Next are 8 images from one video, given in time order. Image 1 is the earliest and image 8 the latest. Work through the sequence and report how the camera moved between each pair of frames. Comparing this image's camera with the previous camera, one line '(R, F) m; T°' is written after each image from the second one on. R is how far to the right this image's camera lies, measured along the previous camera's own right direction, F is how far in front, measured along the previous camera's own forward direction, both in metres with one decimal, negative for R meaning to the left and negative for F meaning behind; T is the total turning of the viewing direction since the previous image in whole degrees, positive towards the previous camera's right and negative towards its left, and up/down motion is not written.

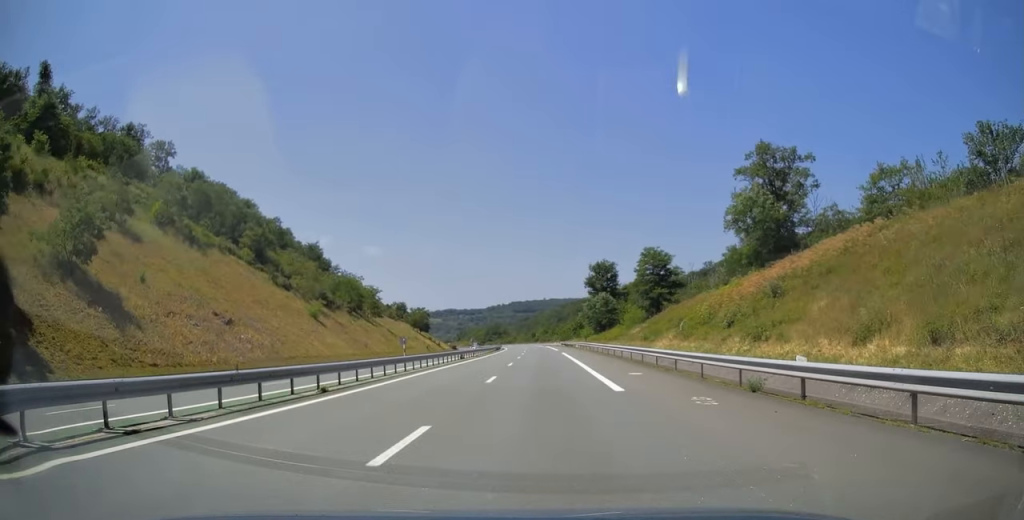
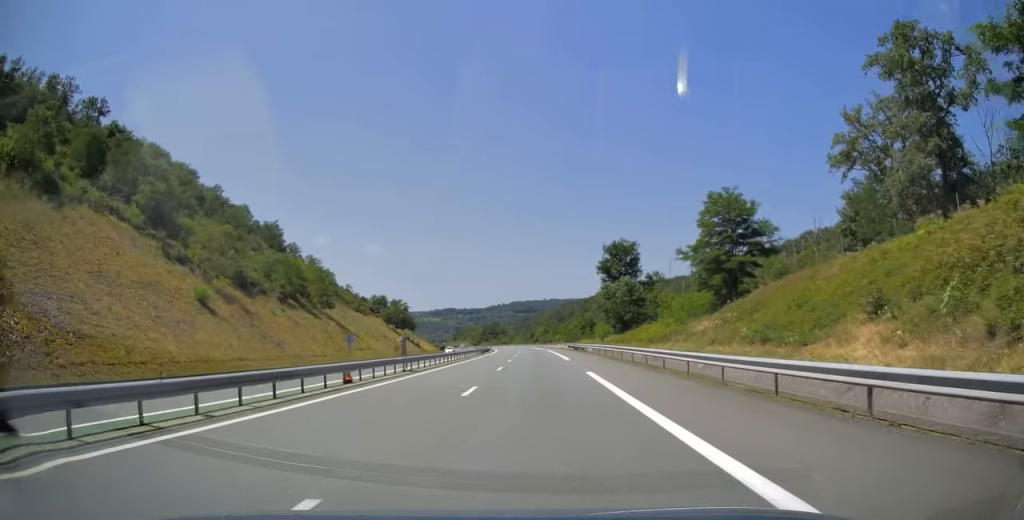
(+0.2, +30.7) m; 0°
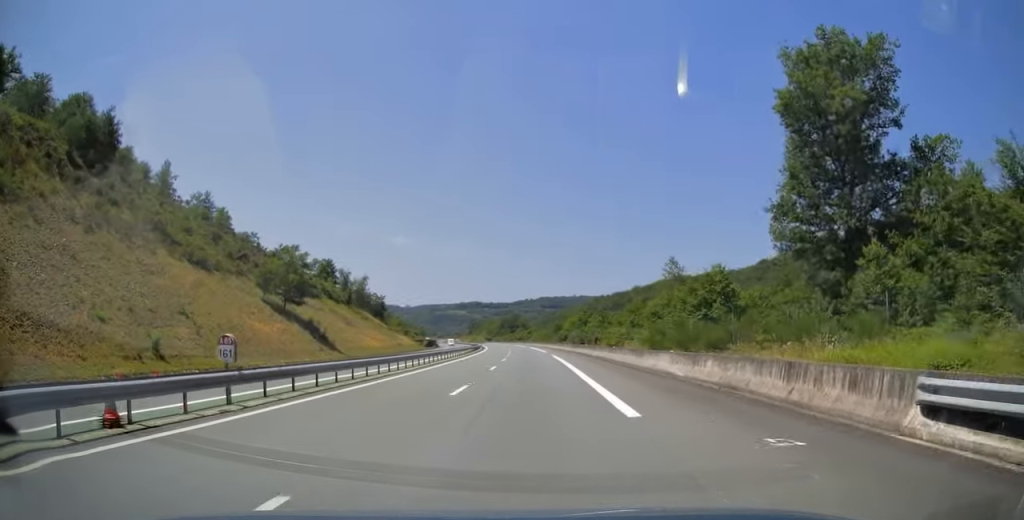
(-1.2, +78.1) m; -2°
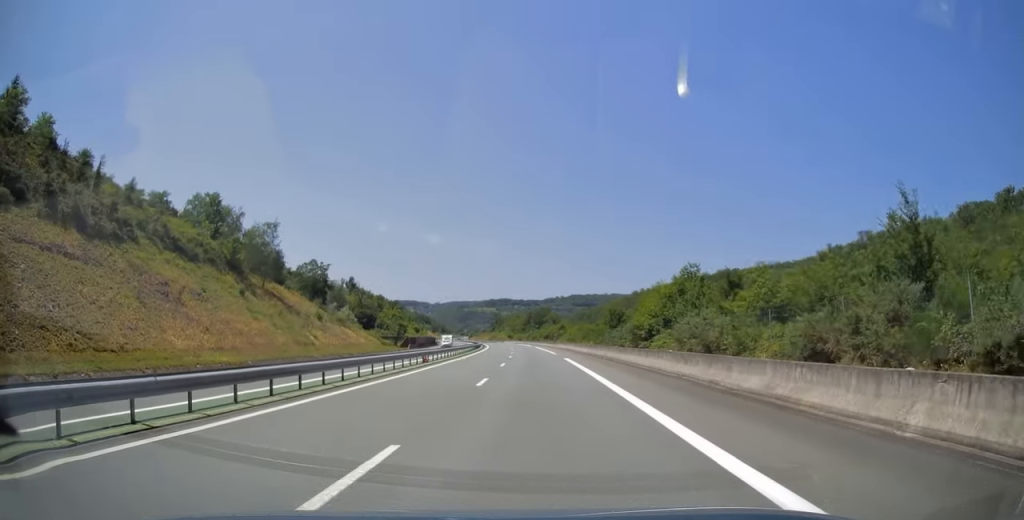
(-1.3, +62.3) m; -3°
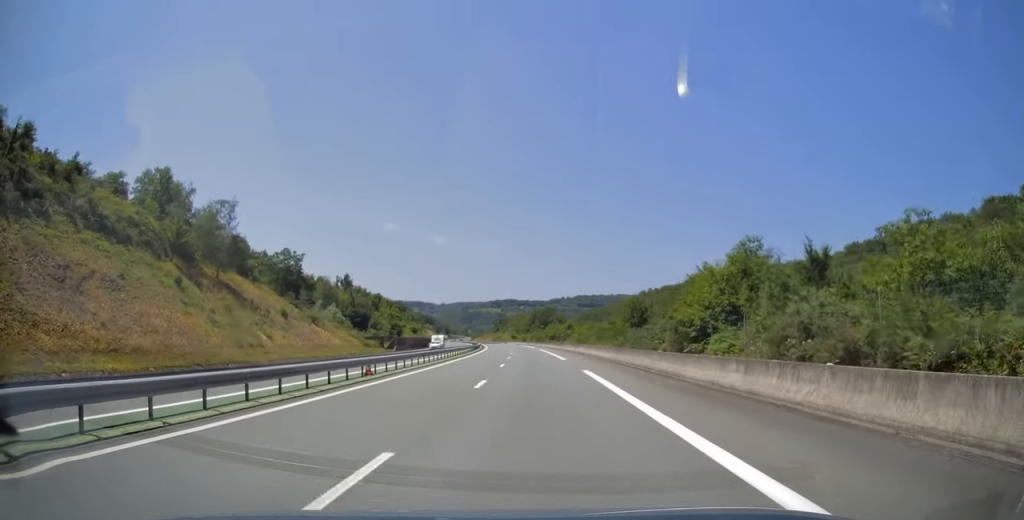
(+0.2, +13.4) m; -1°
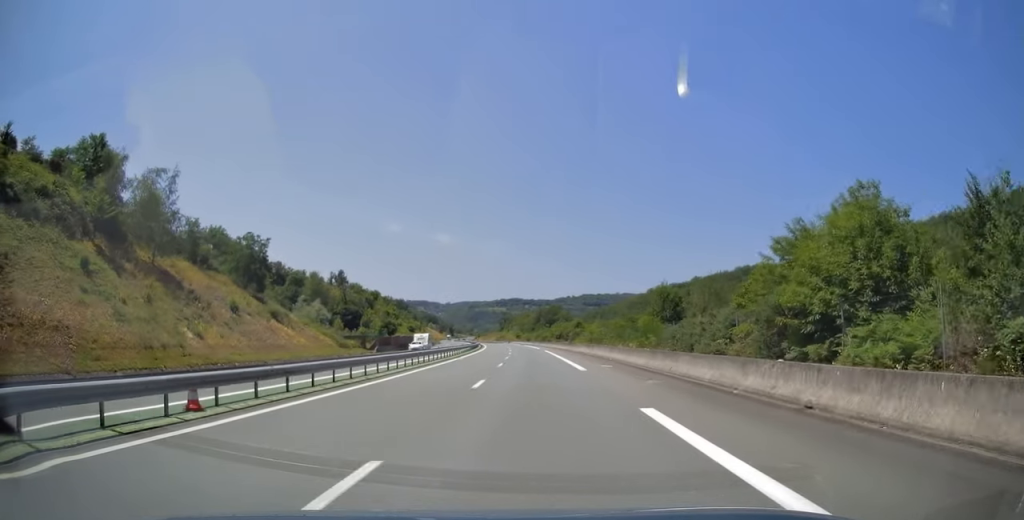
(-0.4, +13.4) m; -1°
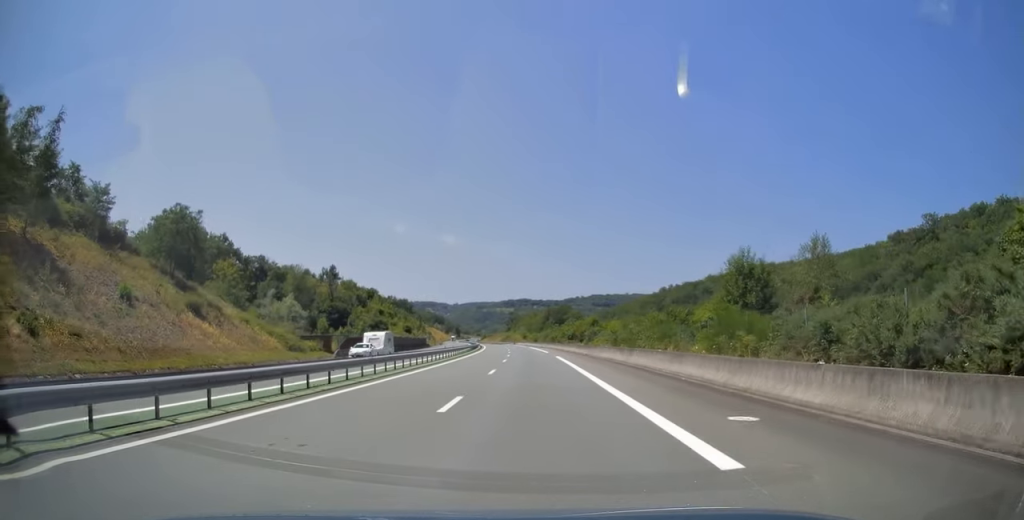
(-0.3, +18.3) m; -1°
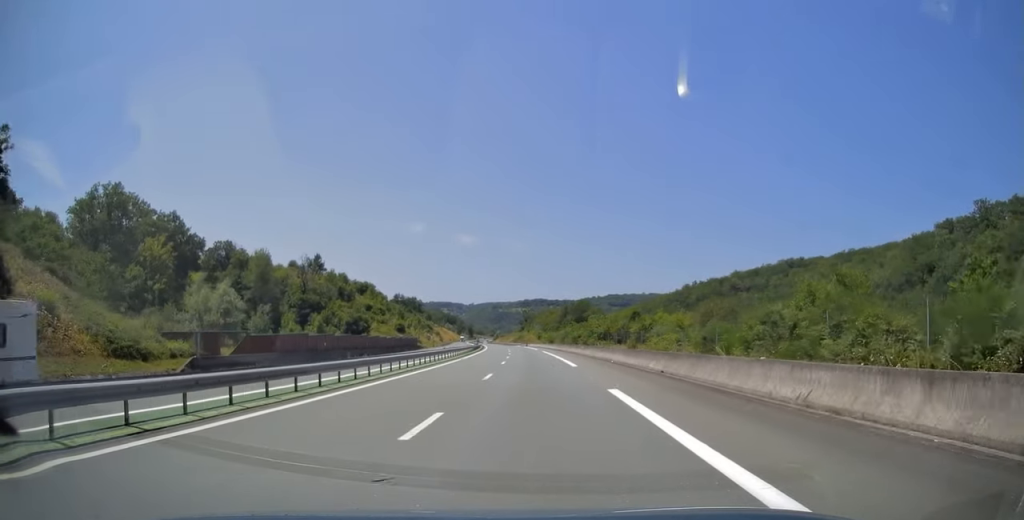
(-0.2, +29.0) m; -1°
